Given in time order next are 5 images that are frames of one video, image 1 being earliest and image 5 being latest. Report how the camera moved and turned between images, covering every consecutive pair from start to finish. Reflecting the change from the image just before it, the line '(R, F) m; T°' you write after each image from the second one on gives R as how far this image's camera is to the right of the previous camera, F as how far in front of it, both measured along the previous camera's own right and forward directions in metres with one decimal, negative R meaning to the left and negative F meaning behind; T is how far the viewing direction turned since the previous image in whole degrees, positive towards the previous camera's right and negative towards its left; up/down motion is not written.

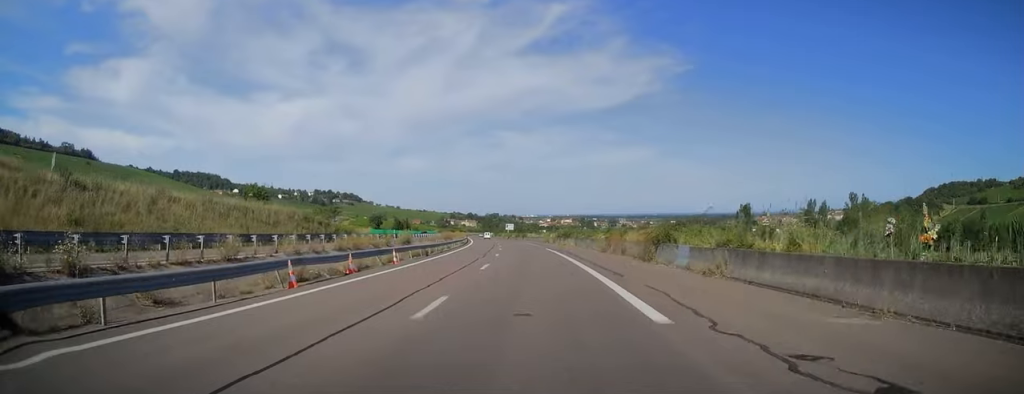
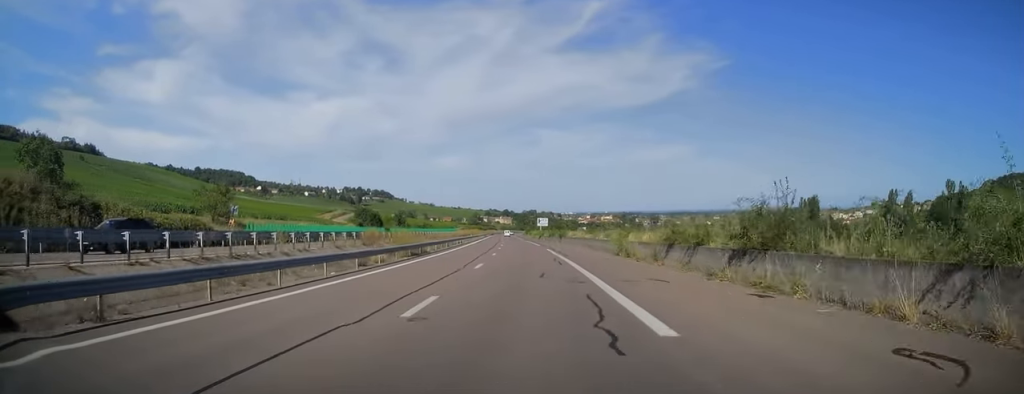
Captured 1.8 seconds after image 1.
(-1.9, +52.2) m; -4°
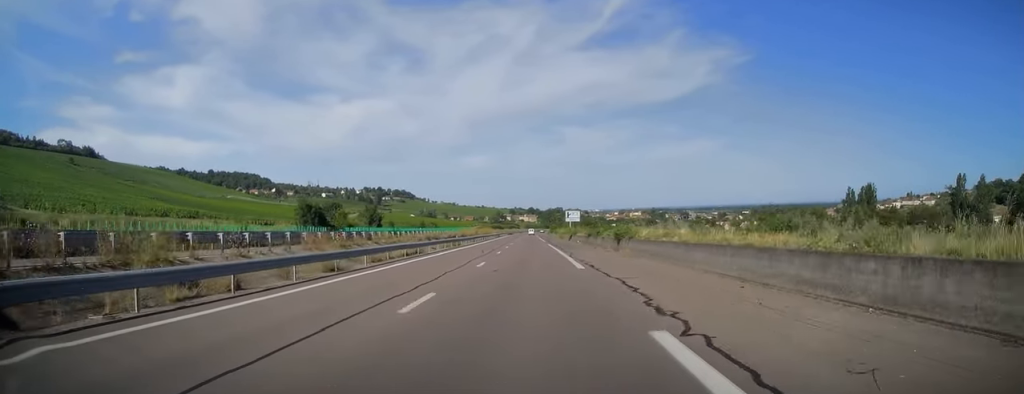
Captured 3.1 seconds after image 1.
(-0.8, +38.9) m; -2°
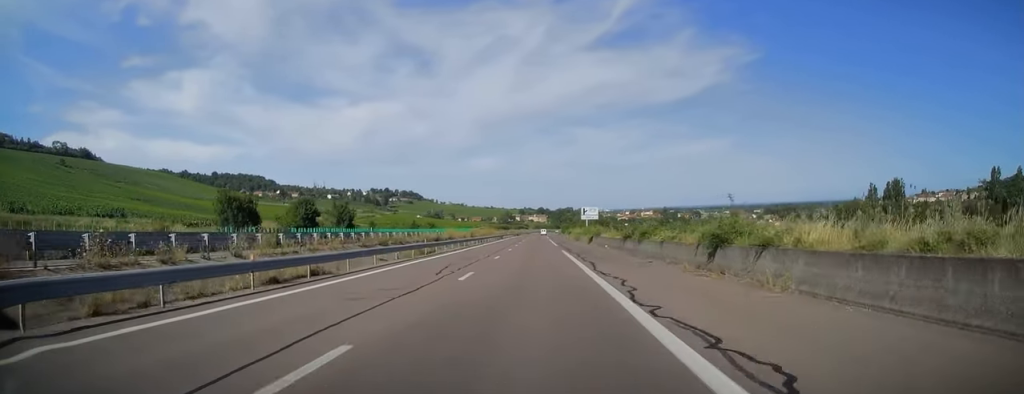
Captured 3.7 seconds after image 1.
(-0.1, +19.2) m; -1°
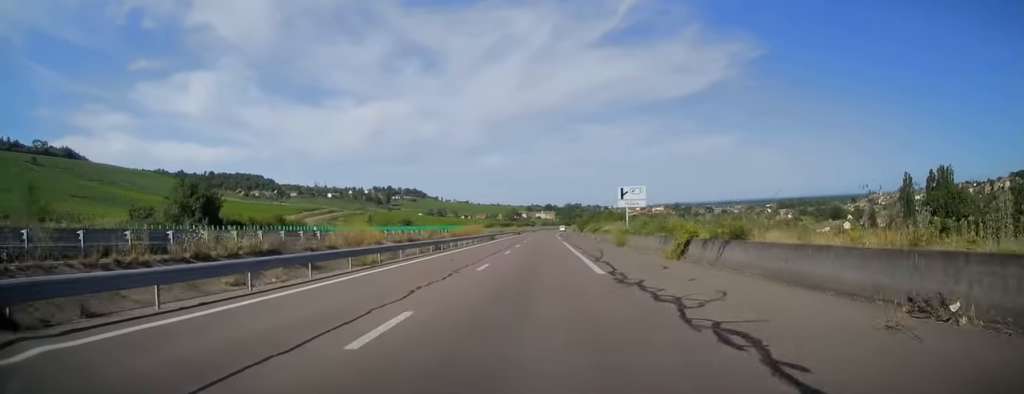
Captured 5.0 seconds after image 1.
(-0.3, +36.4) m; -1°
